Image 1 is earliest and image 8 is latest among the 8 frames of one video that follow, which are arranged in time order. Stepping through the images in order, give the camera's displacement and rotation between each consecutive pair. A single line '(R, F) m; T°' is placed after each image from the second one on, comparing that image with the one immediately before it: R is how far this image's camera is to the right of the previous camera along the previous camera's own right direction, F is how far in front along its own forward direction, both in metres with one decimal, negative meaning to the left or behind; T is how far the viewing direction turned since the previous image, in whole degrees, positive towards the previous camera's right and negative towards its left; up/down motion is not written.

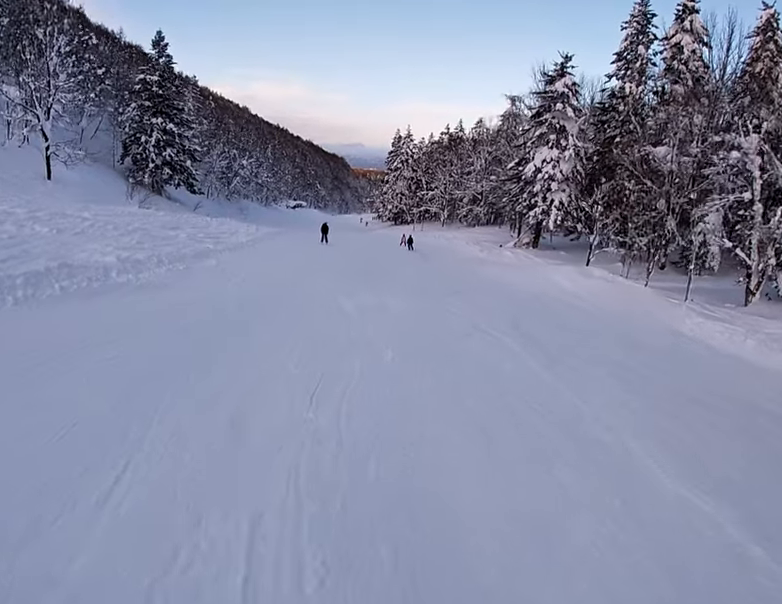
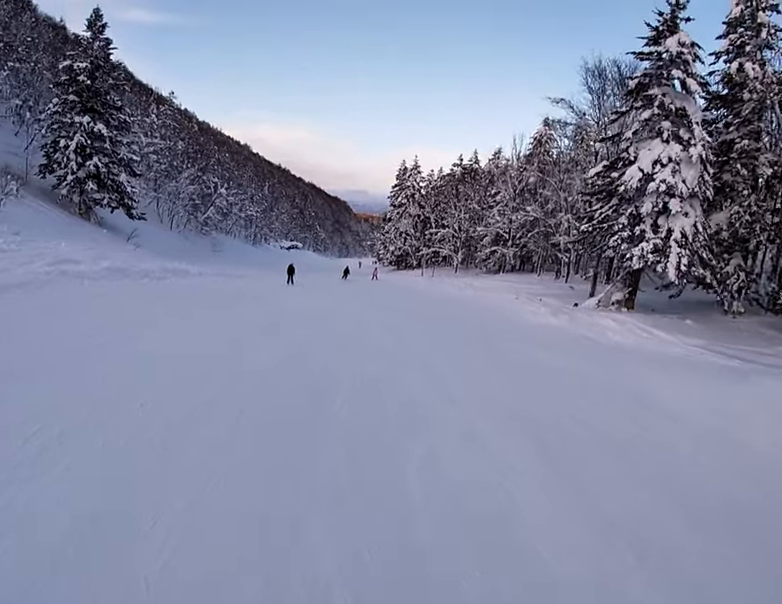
(-0.9, +20.8) m; -3°
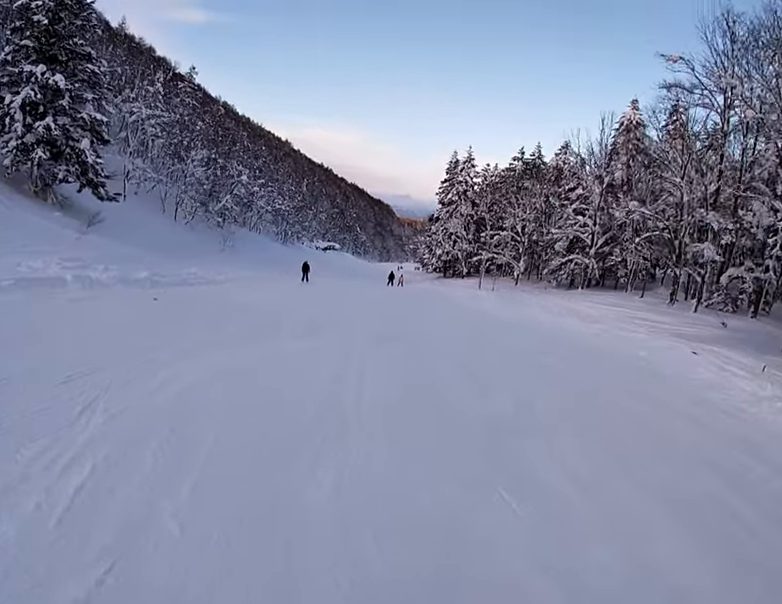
(0.0, +15.4) m; -1°
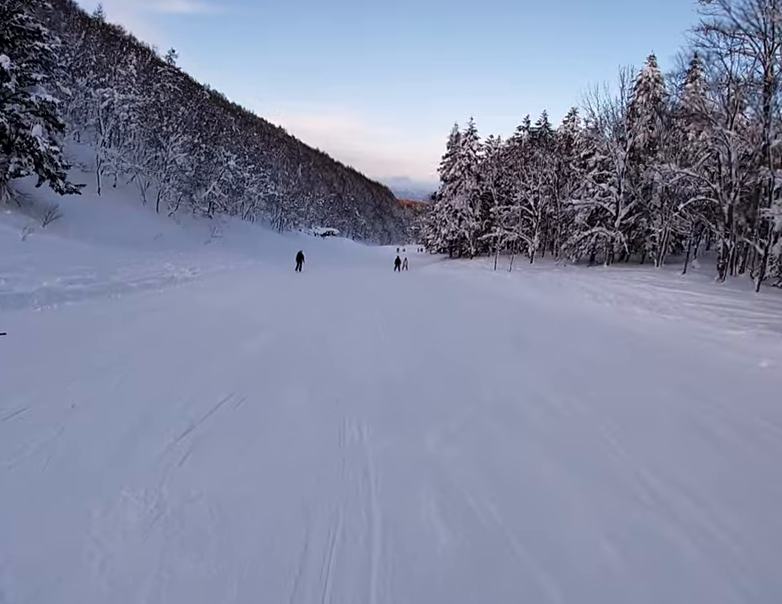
(0.0, +5.8) m; -3°
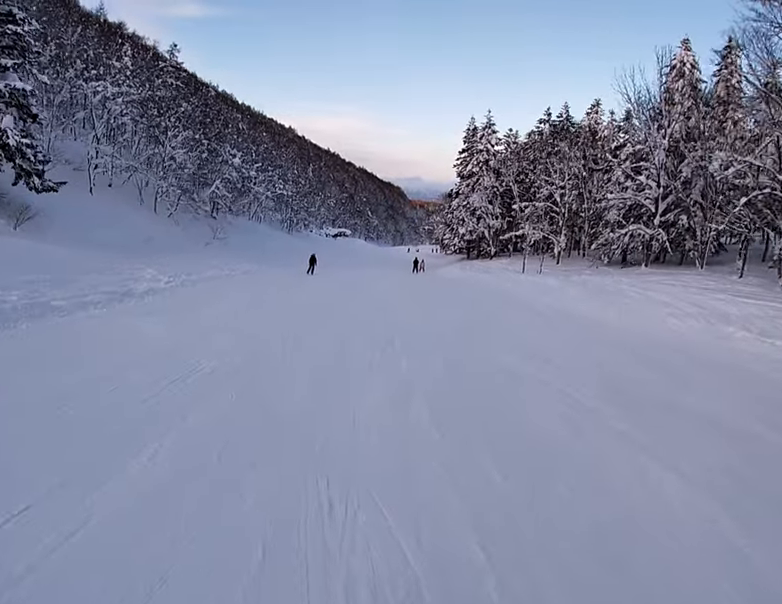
(+0.2, +4.9) m; -3°
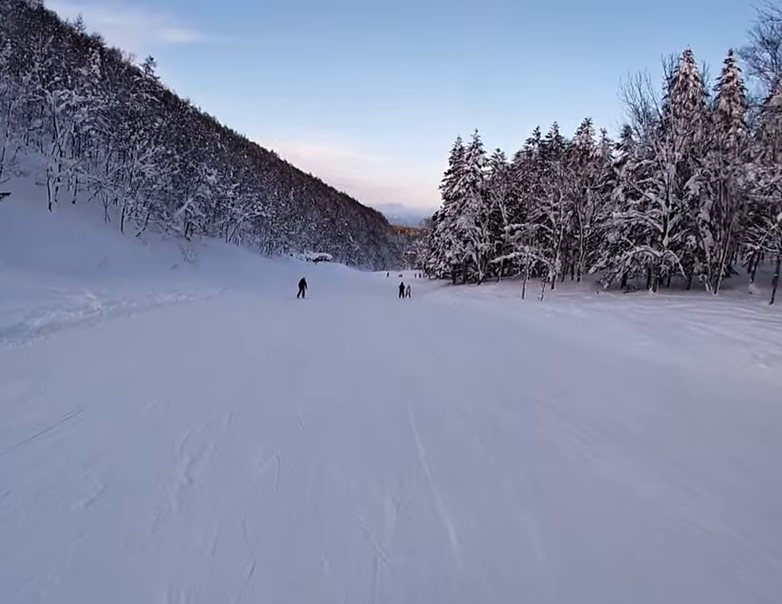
(-0.5, +5.0) m; 0°
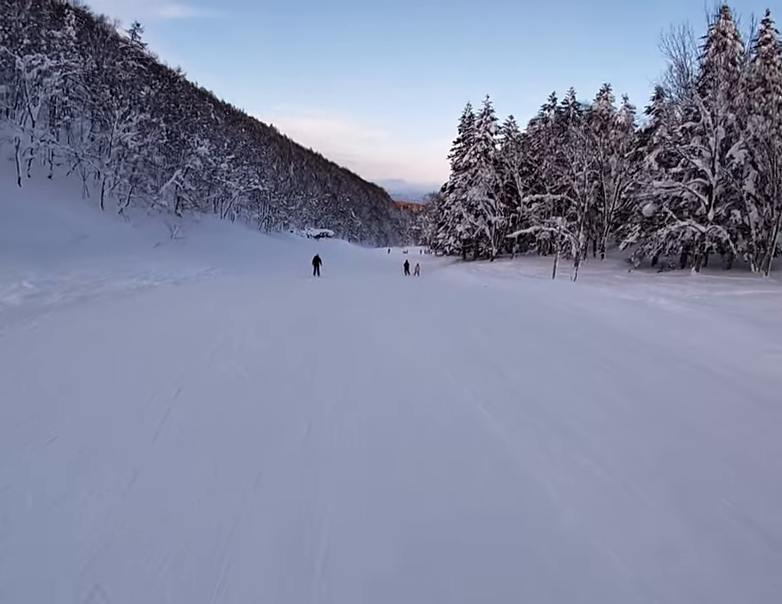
(-0.6, +5.2) m; 0°
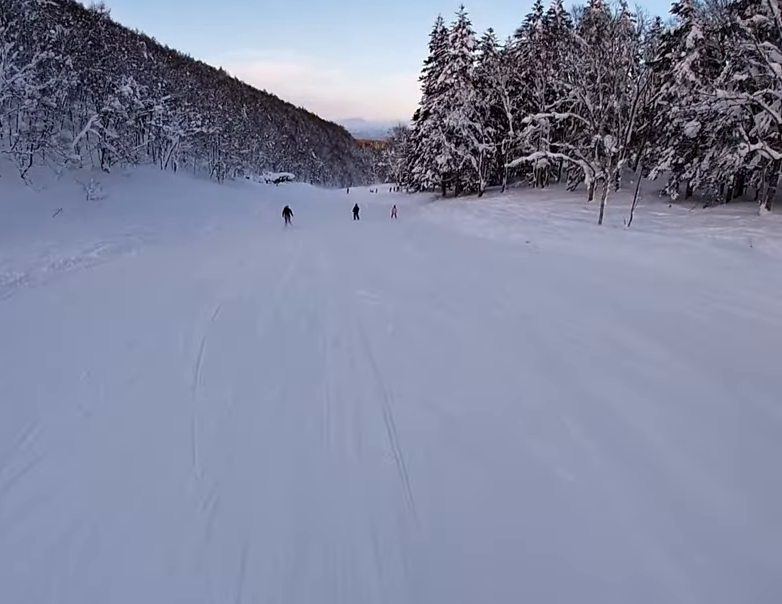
(+1.0, +10.6) m; +7°
